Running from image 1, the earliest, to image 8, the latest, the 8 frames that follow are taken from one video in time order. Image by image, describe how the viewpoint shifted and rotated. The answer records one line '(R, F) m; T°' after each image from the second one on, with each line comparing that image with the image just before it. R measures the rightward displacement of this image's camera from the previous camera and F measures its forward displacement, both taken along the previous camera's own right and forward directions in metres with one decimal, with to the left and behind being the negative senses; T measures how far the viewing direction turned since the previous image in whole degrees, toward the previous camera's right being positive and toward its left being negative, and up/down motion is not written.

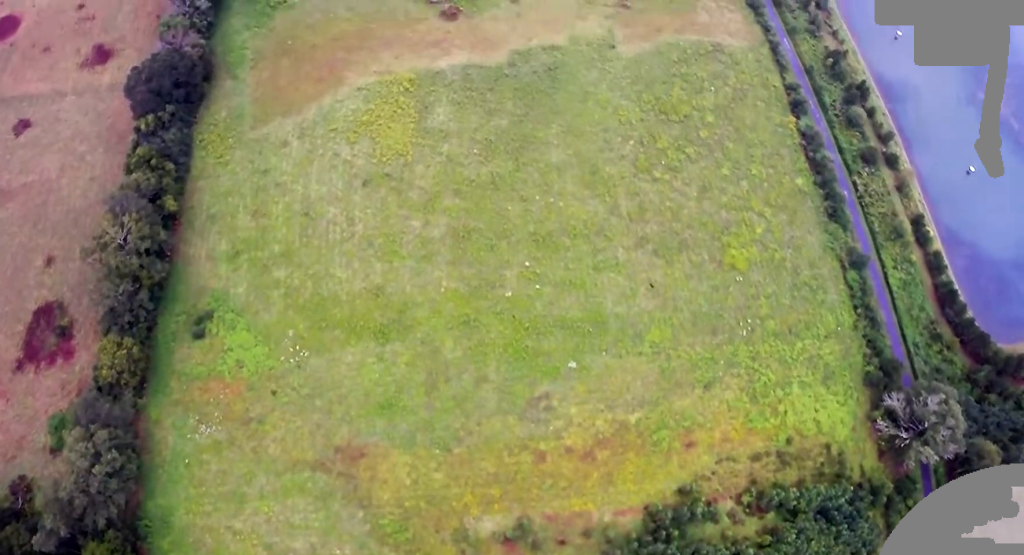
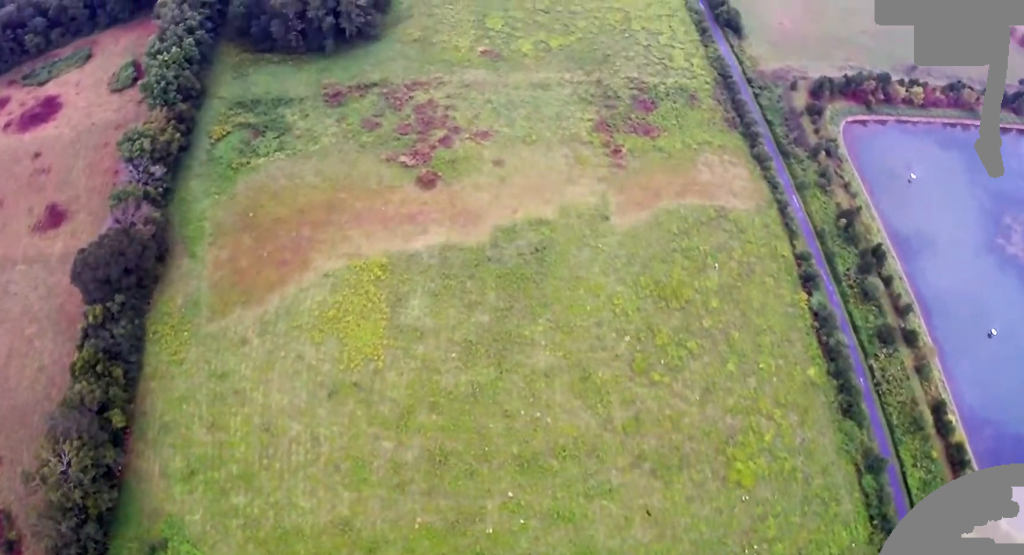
(0.0, +43.4) m; 0°
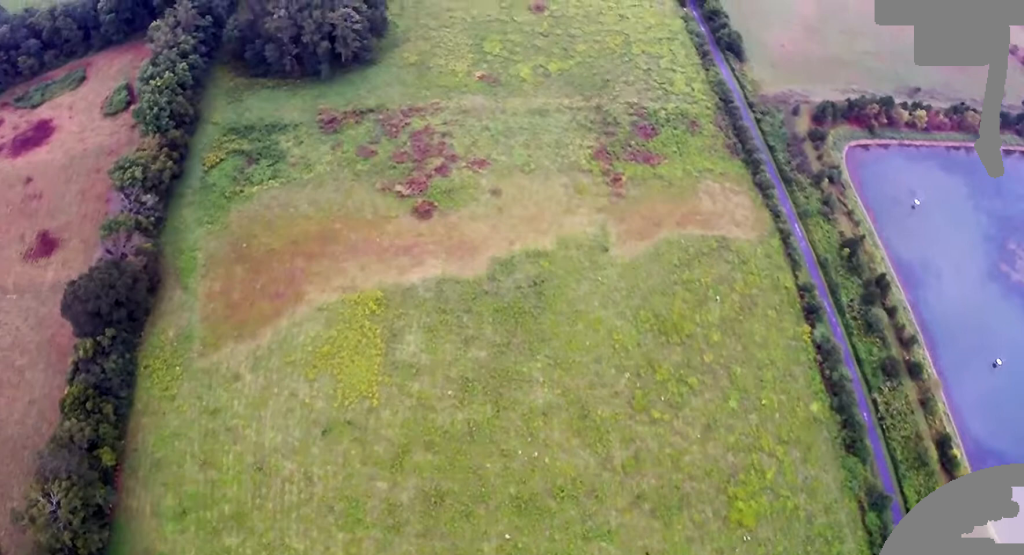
(0.0, +7.3) m; 0°
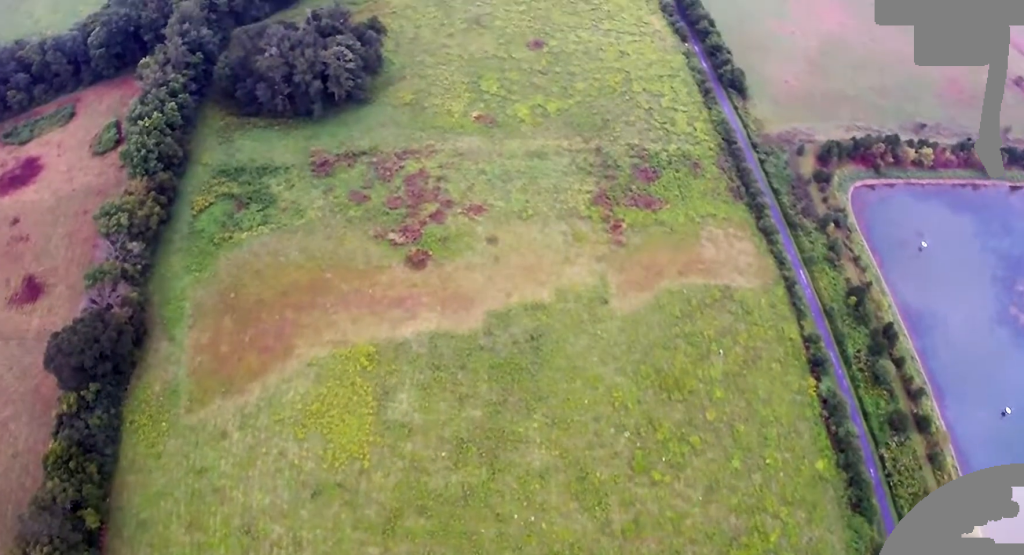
(-0.1, +11.5) m; 0°
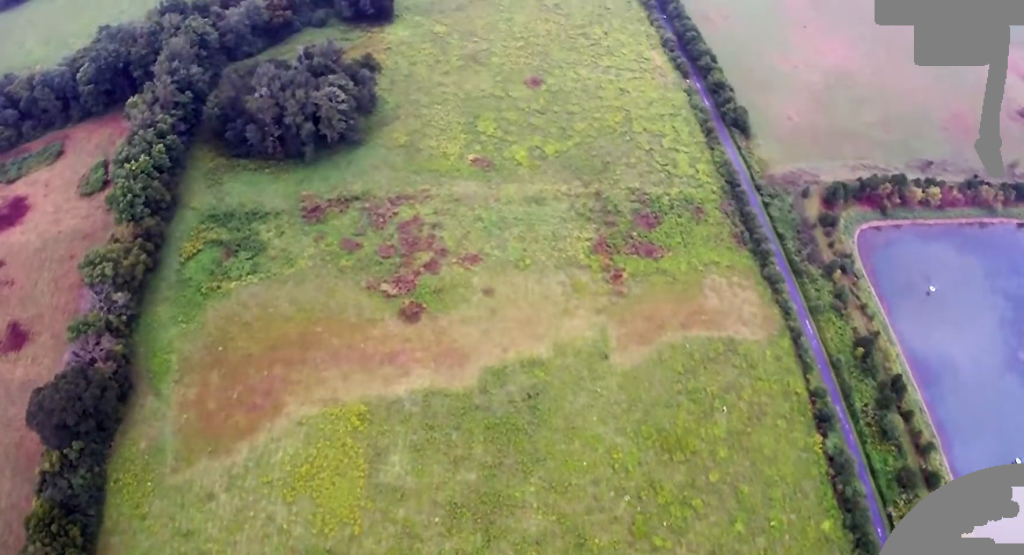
(0.0, +11.9) m; 0°
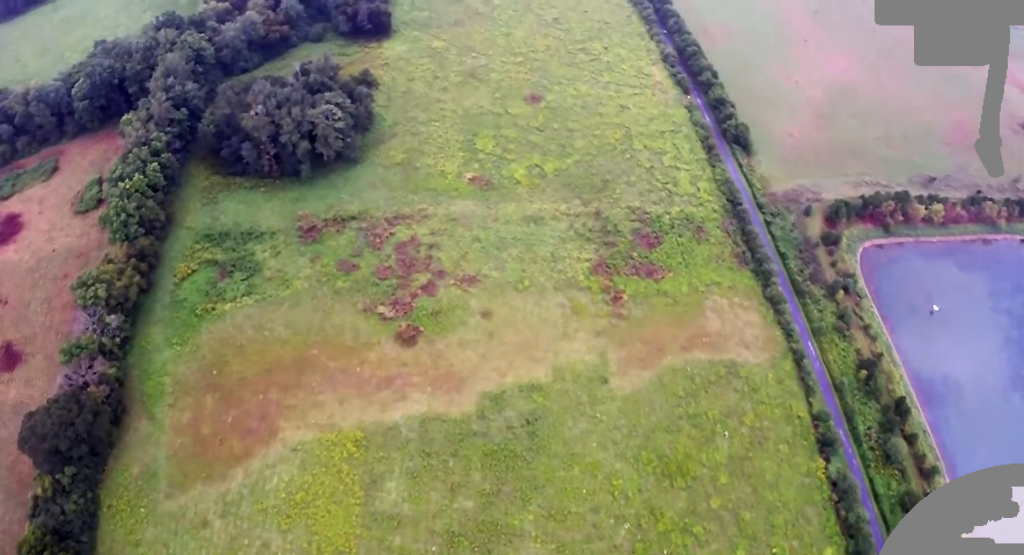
(0.0, +5.1) m; 0°
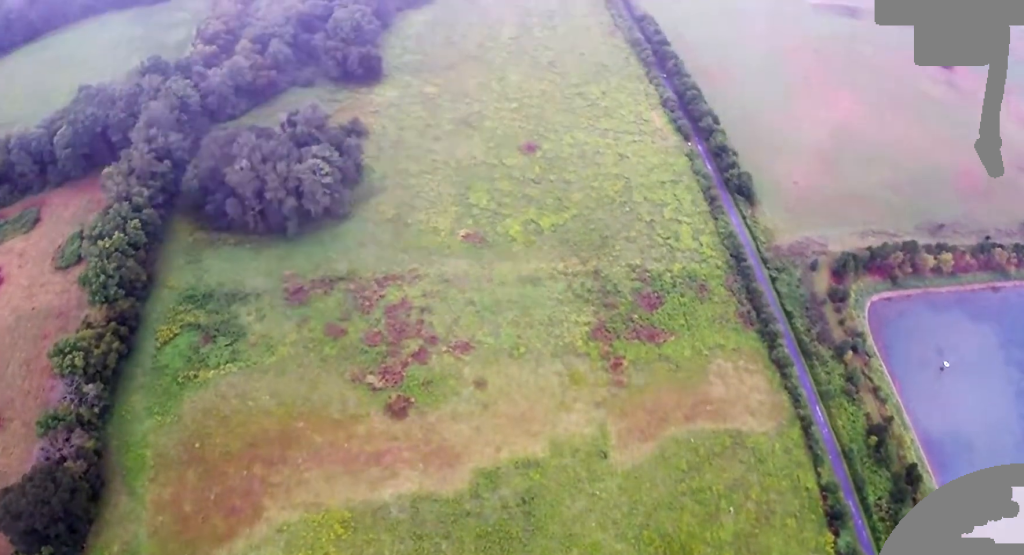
(0.0, +15.3) m; 0°
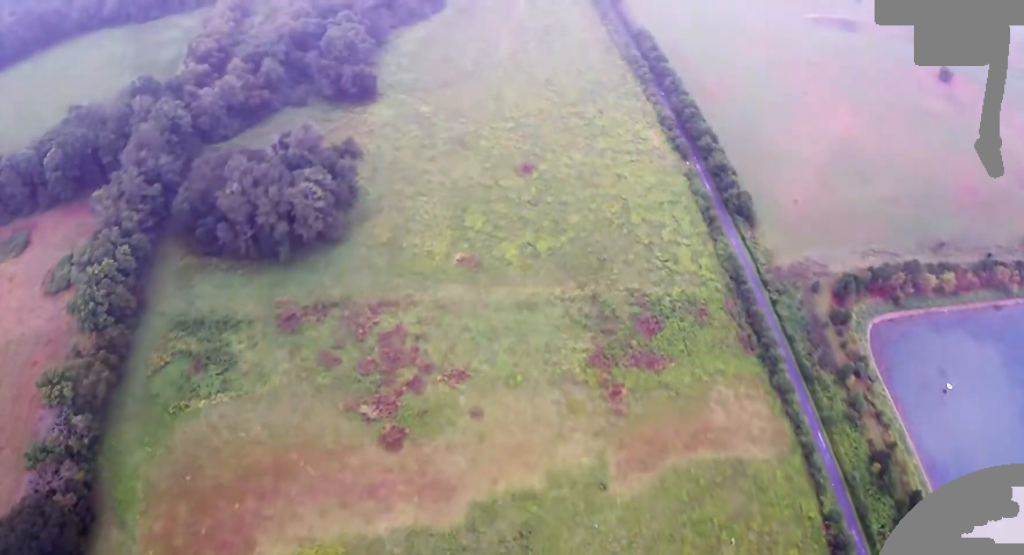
(0.0, +6.4) m; 0°
